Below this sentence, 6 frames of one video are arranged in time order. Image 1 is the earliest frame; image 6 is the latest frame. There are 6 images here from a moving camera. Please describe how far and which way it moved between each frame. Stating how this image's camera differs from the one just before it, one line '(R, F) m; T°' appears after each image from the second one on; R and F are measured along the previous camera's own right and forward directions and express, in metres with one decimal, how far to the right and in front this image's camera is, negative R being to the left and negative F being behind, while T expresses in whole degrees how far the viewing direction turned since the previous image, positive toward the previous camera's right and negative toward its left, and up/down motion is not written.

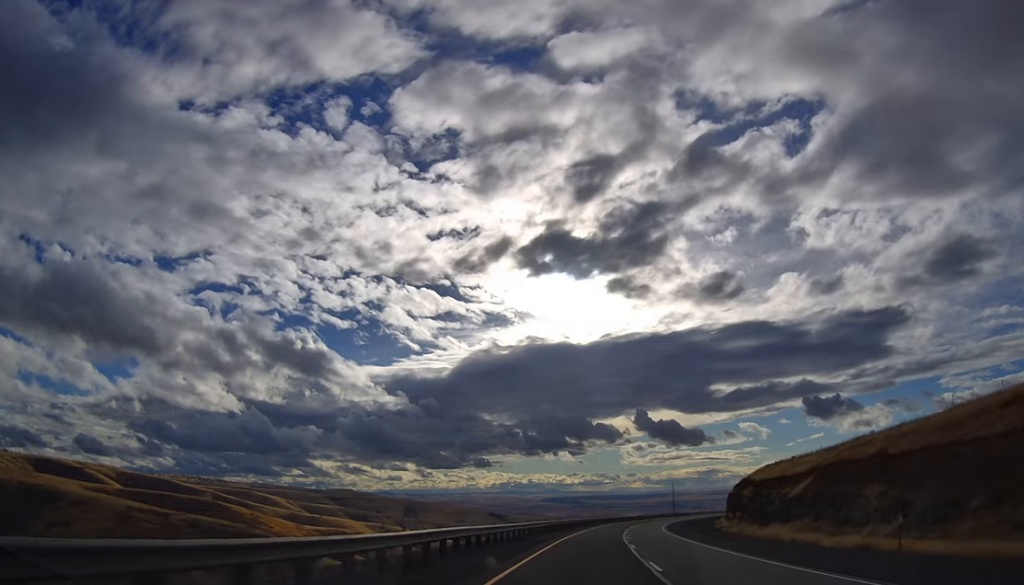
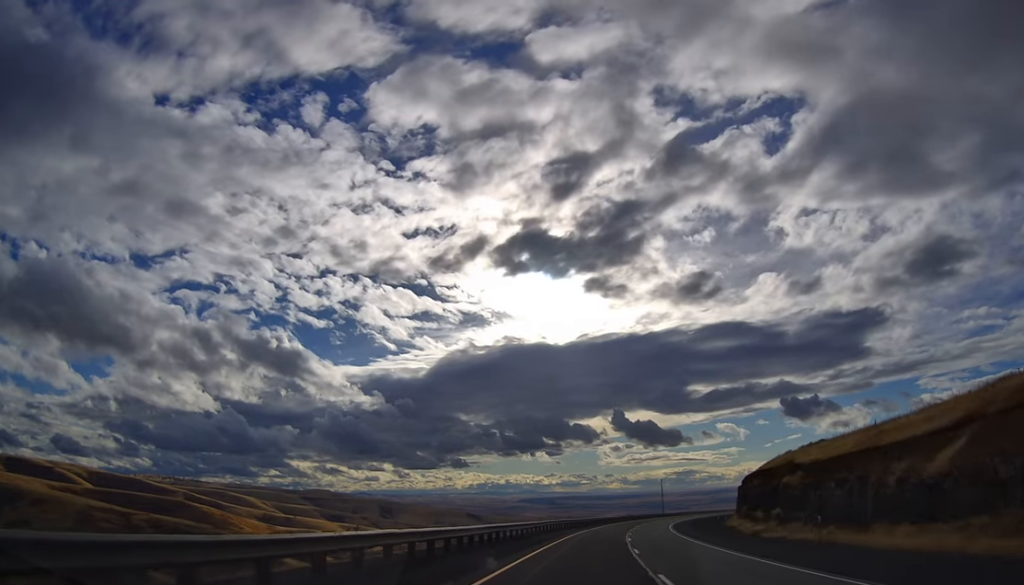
(+0.4, +28.5) m; +1°
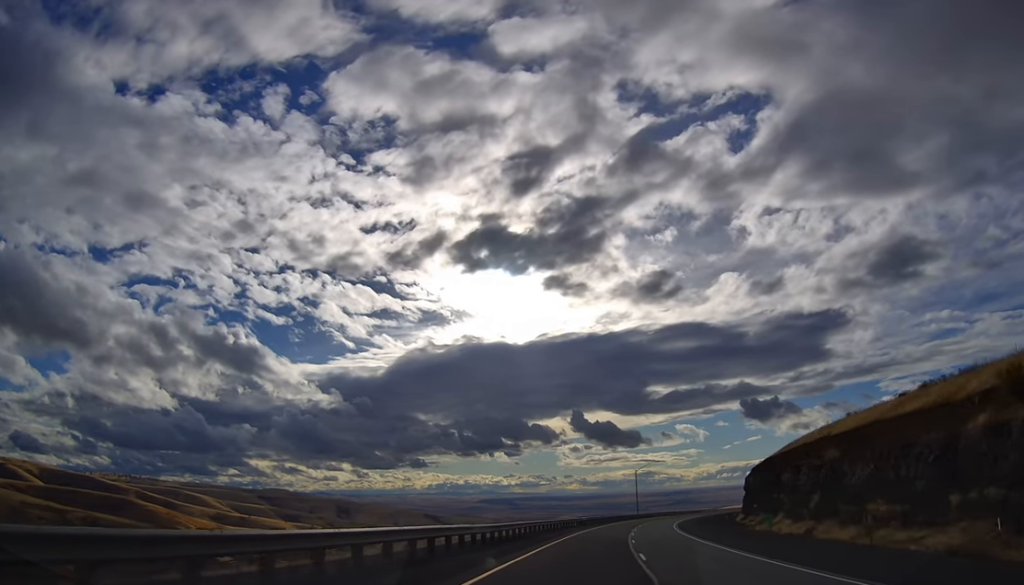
(+0.6, +40.7) m; +3°
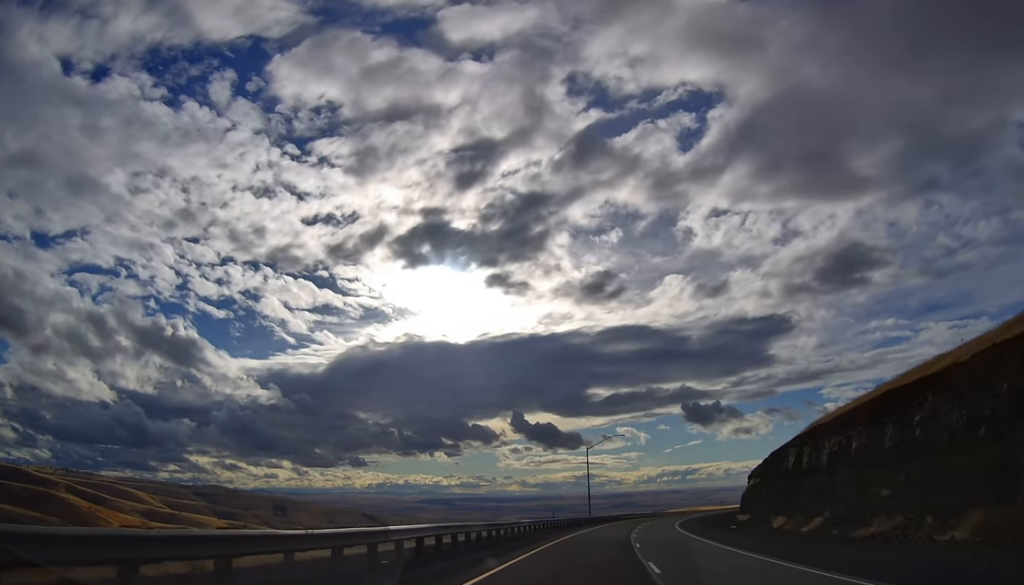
(+2.1, +54.2) m; +4°
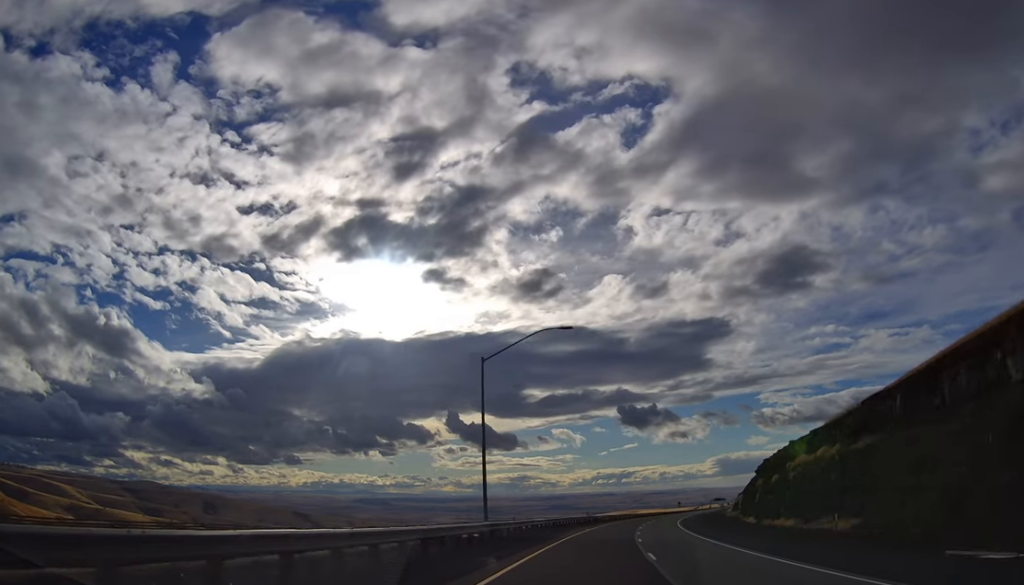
(+2.4, +57.3) m; +5°
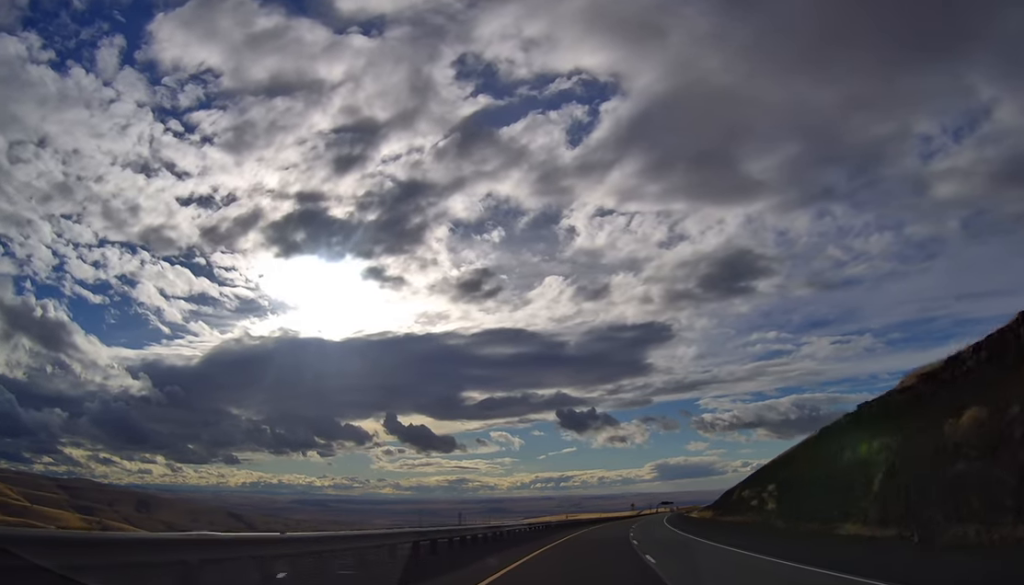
(+2.7, +50.1) m; +6°
